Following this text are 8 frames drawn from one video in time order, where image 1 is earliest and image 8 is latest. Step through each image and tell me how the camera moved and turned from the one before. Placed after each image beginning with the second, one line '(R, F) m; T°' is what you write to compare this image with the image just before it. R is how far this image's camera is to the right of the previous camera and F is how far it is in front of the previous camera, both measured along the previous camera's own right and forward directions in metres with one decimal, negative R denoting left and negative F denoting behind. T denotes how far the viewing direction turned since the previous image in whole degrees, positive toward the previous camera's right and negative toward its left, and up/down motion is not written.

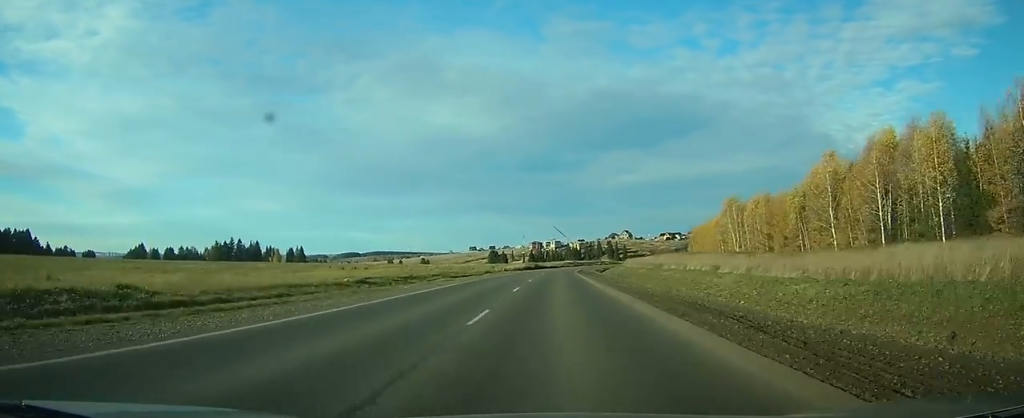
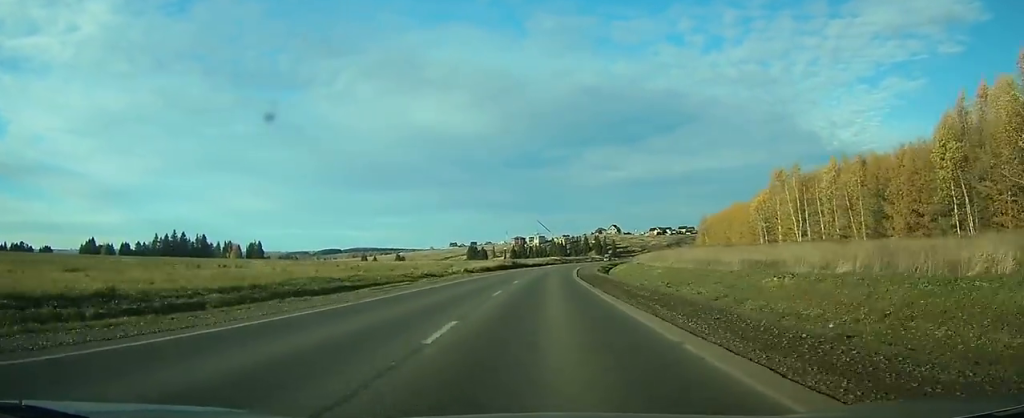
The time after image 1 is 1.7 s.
(+0.8, +38.7) m; +2°
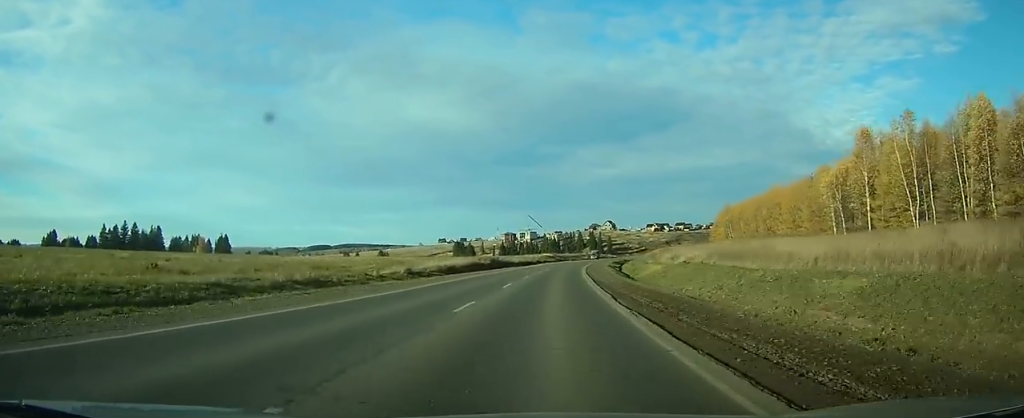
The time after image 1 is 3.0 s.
(+0.3, +31.0) m; +2°
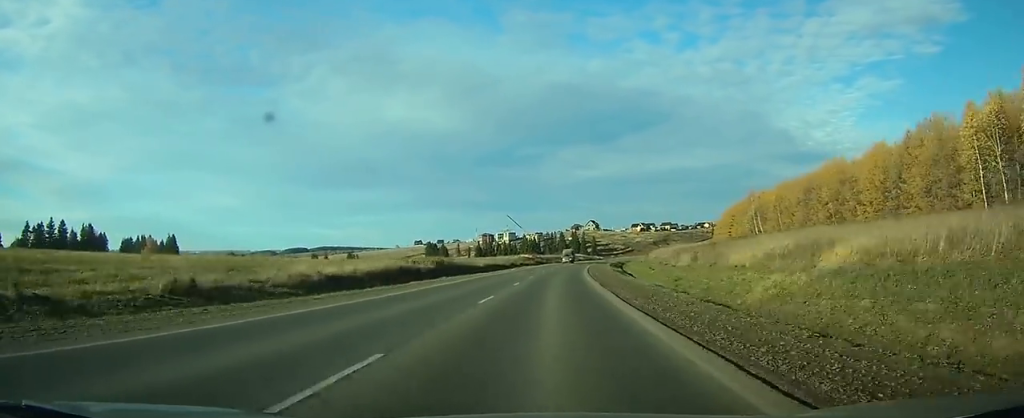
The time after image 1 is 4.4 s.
(+0.6, +32.6) m; +2°
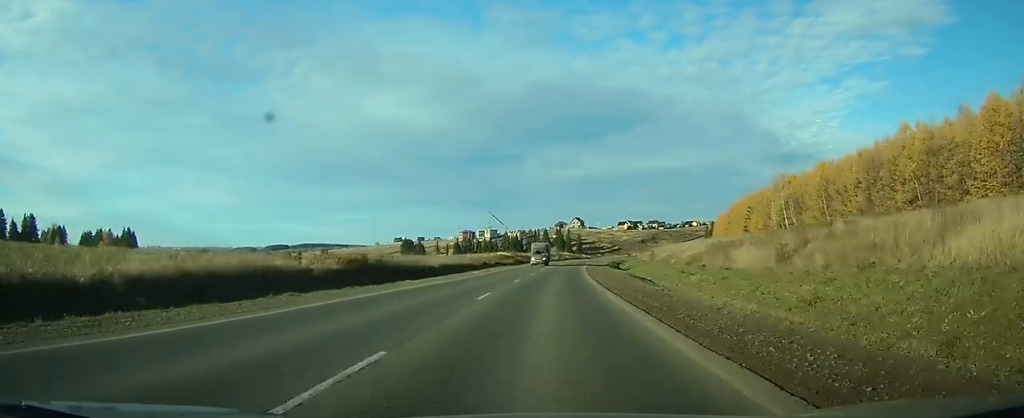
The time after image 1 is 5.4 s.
(+0.2, +23.3) m; +1°
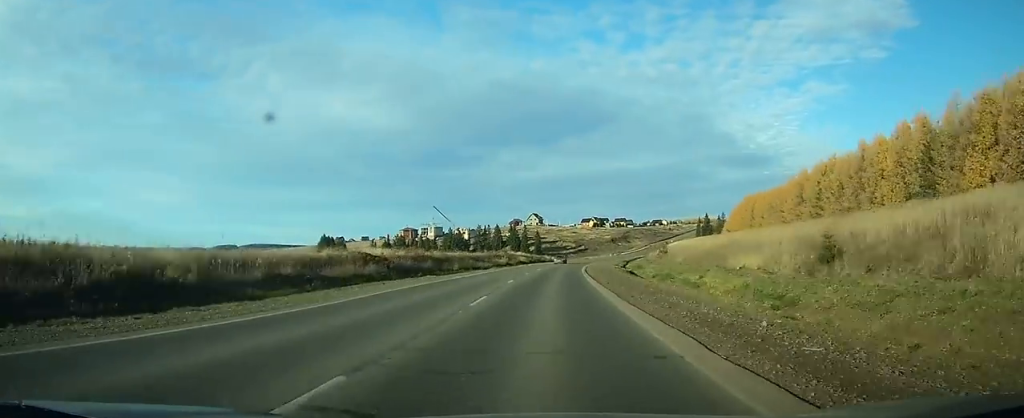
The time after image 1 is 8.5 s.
(+2.7, +73.4) m; +4°
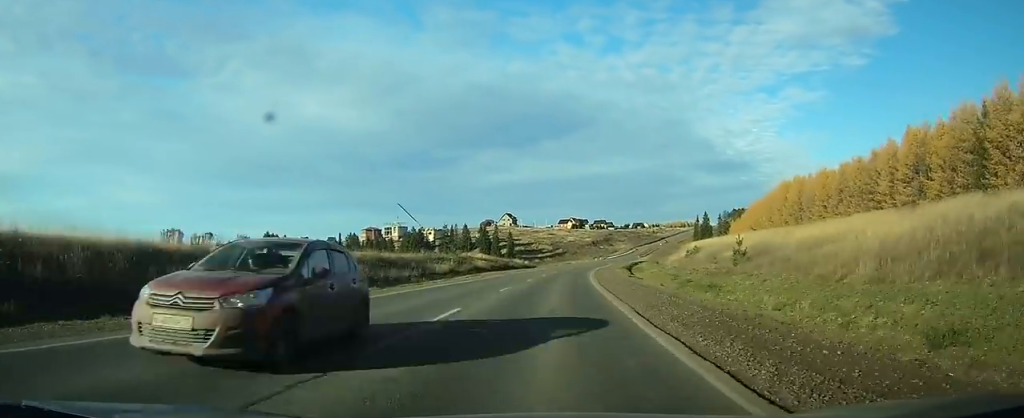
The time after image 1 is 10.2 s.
(+1.0, +39.3) m; +2°
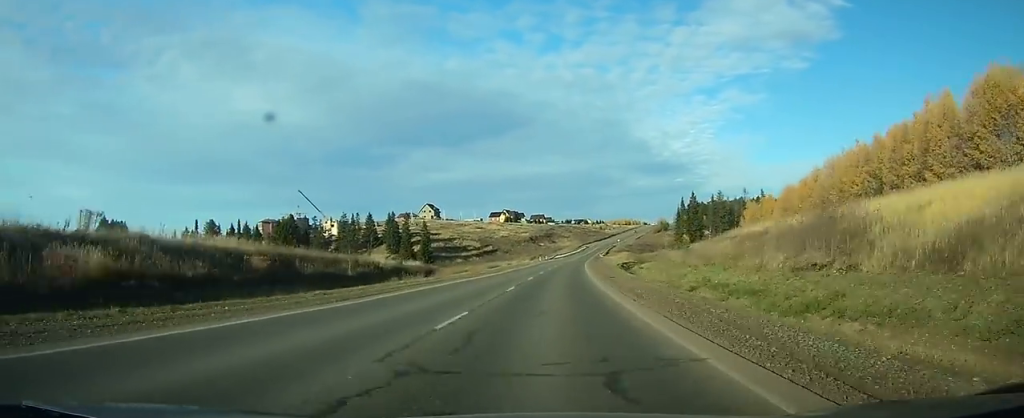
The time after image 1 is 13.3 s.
(+2.8, +72.6) m; +5°
